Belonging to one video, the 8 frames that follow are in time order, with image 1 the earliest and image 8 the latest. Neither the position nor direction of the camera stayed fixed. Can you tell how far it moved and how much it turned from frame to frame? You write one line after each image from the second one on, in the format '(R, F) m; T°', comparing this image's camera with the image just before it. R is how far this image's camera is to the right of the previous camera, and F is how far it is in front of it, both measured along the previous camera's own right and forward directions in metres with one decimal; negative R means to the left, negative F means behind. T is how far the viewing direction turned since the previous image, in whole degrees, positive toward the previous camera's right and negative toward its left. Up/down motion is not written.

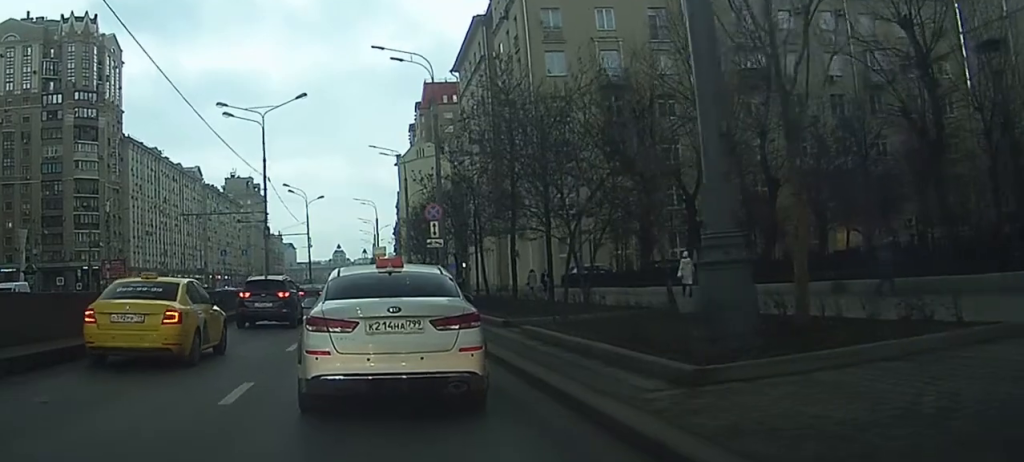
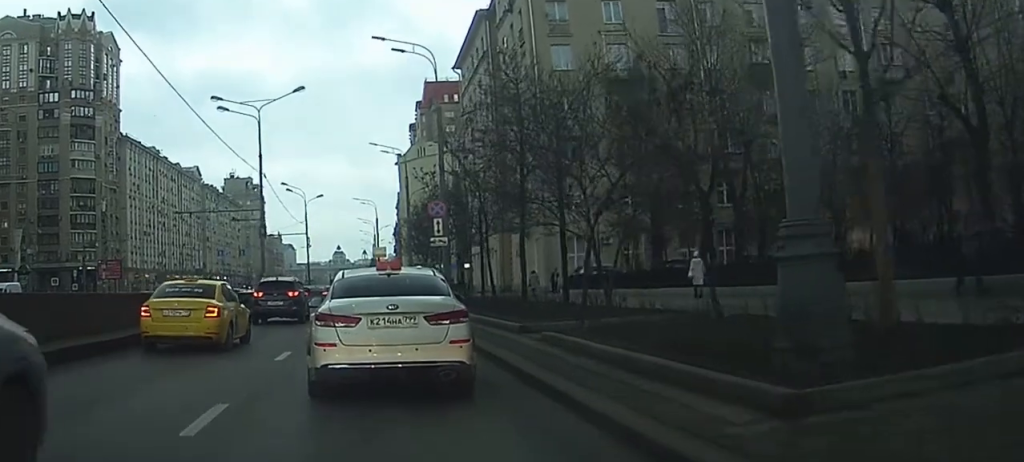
(+0.1, +2.4) m; 0°
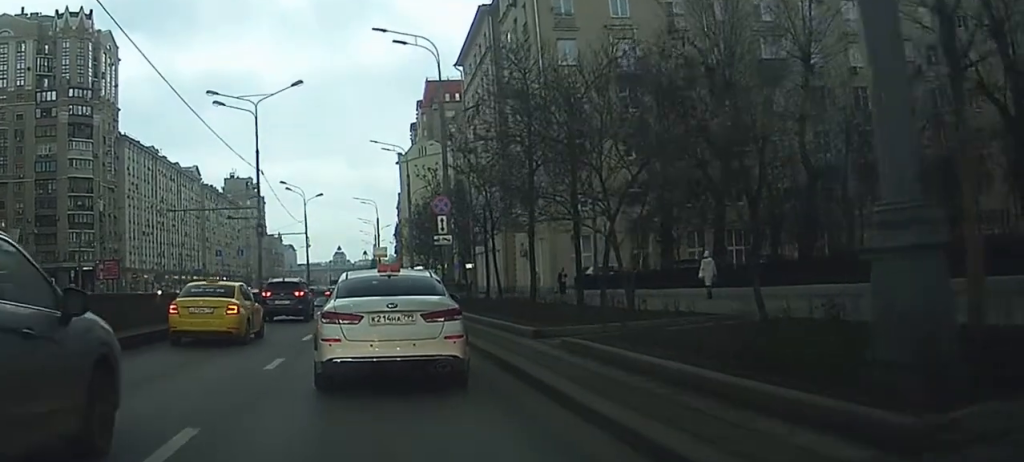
(0.0, +1.9) m; -1°
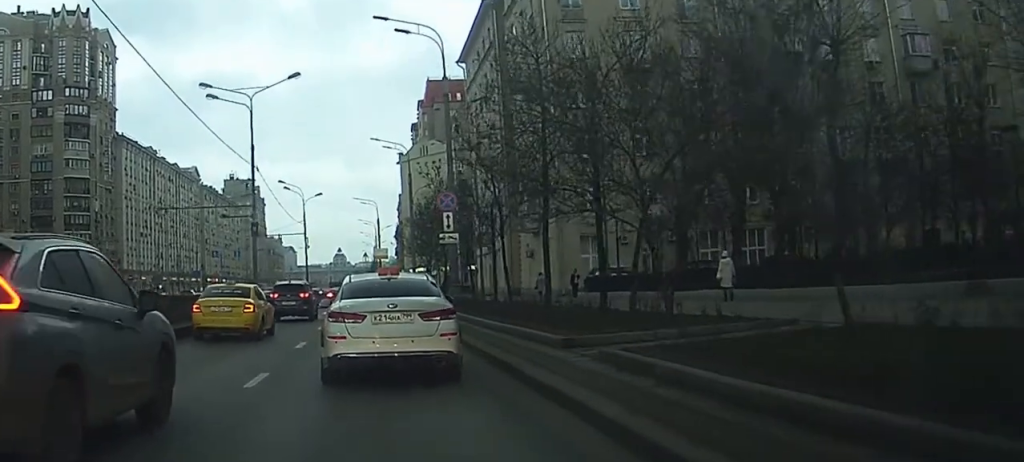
(0.0, +2.3) m; -2°
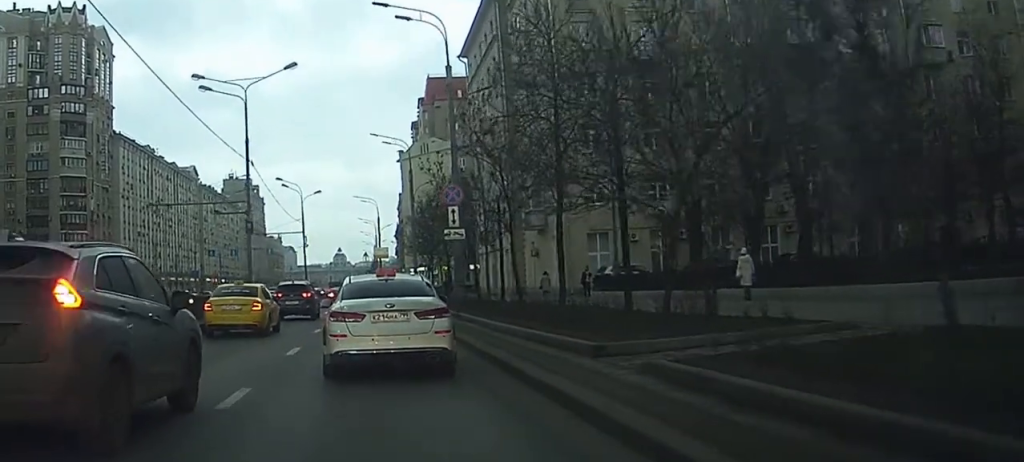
(-0.1, +1.9) m; -1°
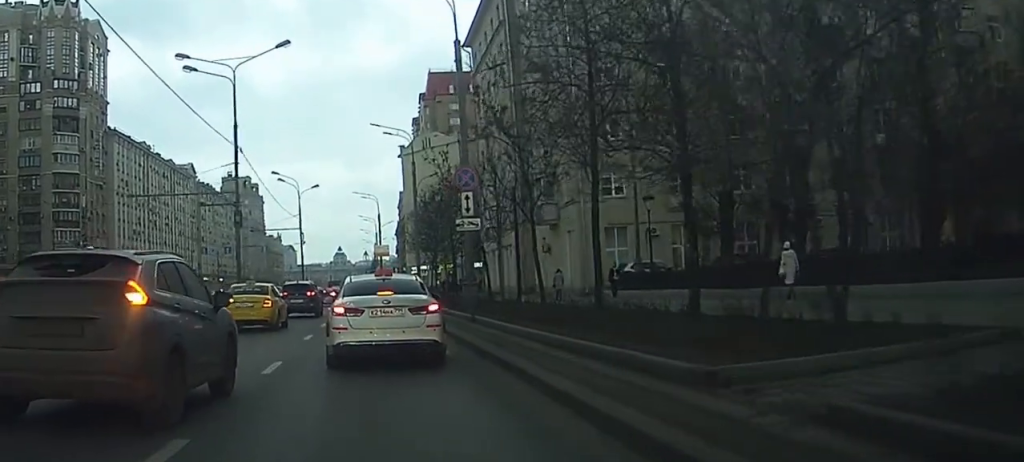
(-0.1, +3.6) m; -1°
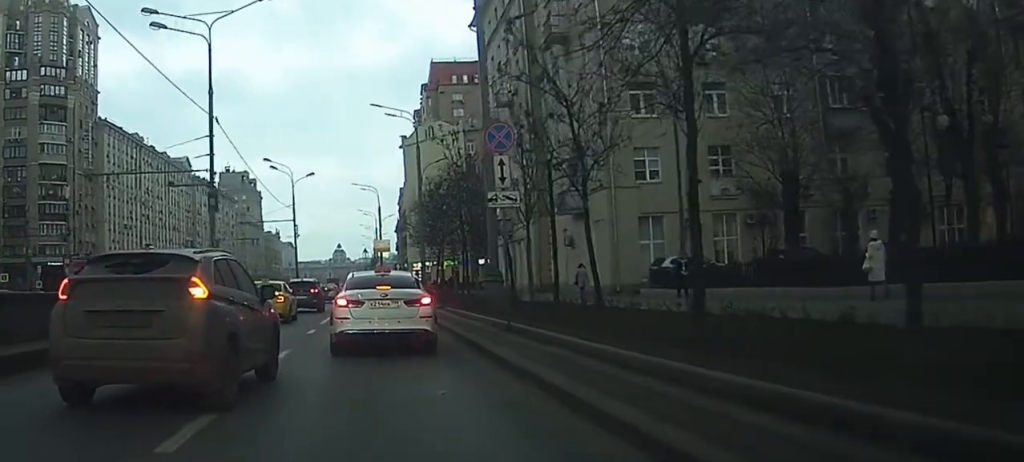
(+0.1, +6.3) m; +1°
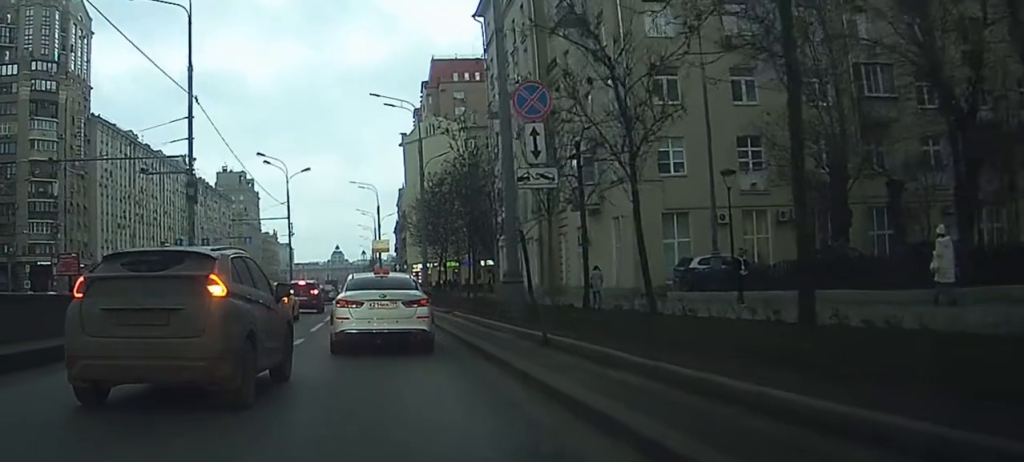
(0.0, +3.7) m; 0°
